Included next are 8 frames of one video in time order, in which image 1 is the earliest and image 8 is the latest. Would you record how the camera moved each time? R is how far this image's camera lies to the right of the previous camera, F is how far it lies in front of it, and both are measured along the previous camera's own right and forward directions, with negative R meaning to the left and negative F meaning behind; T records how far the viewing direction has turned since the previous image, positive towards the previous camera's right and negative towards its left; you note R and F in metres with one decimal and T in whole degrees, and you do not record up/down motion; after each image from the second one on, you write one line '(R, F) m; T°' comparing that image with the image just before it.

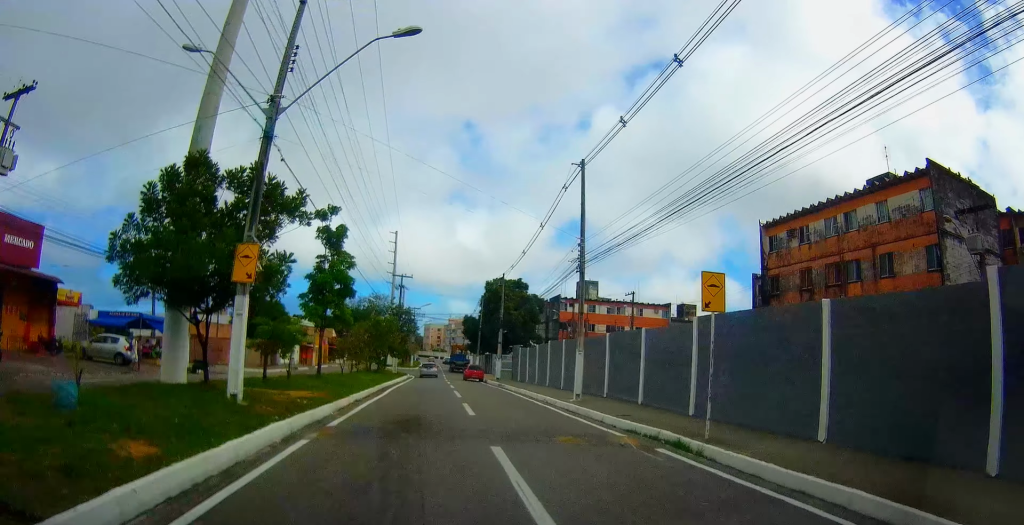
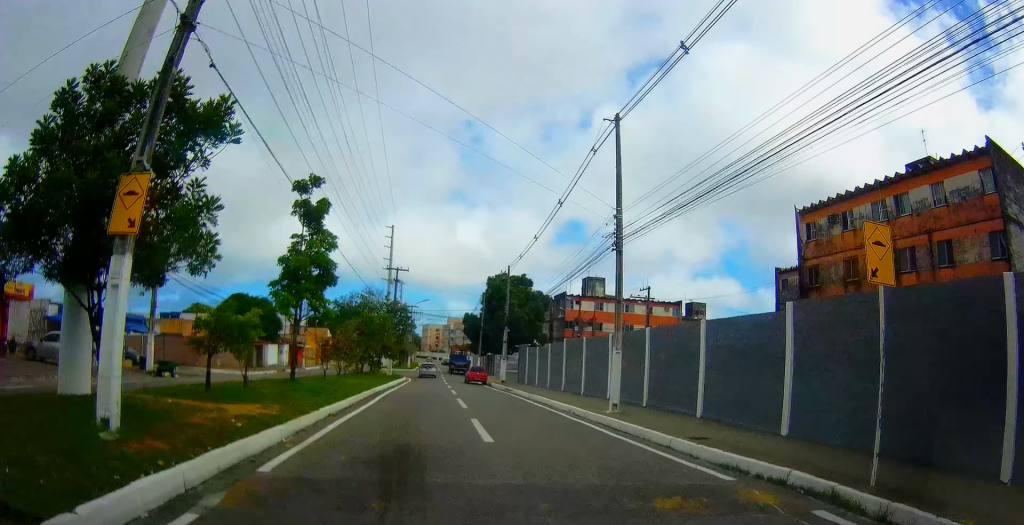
(-0.4, +4.9) m; -3°
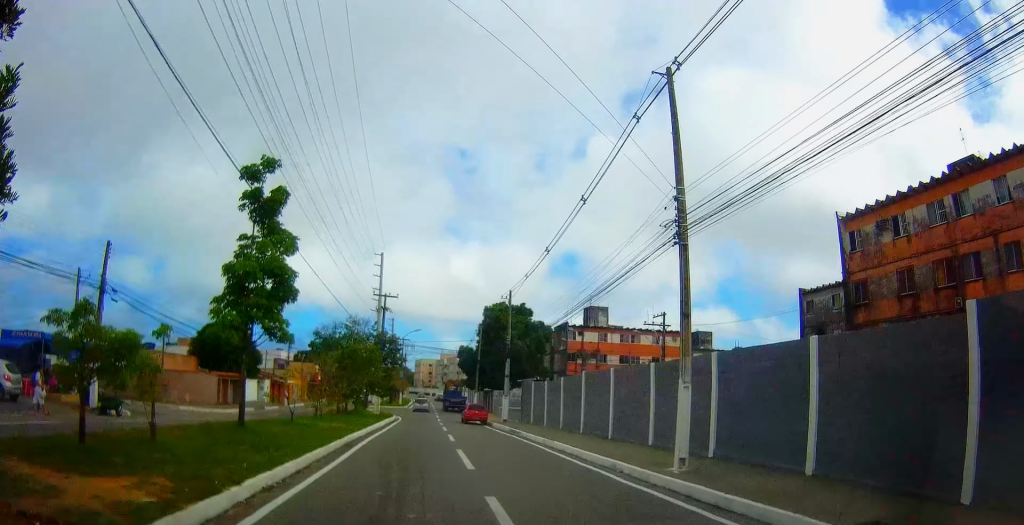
(+0.2, +6.5) m; +5°
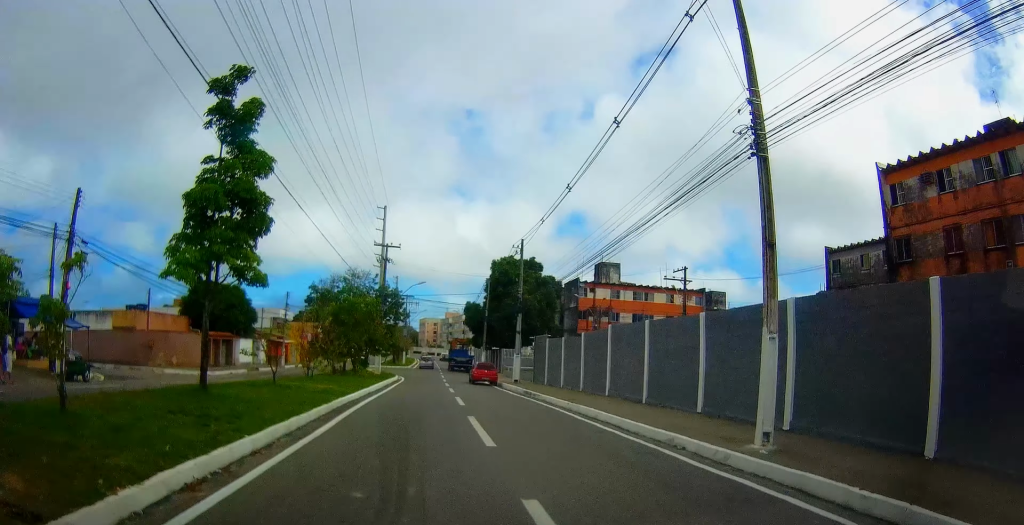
(+0.3, +4.5) m; -2°
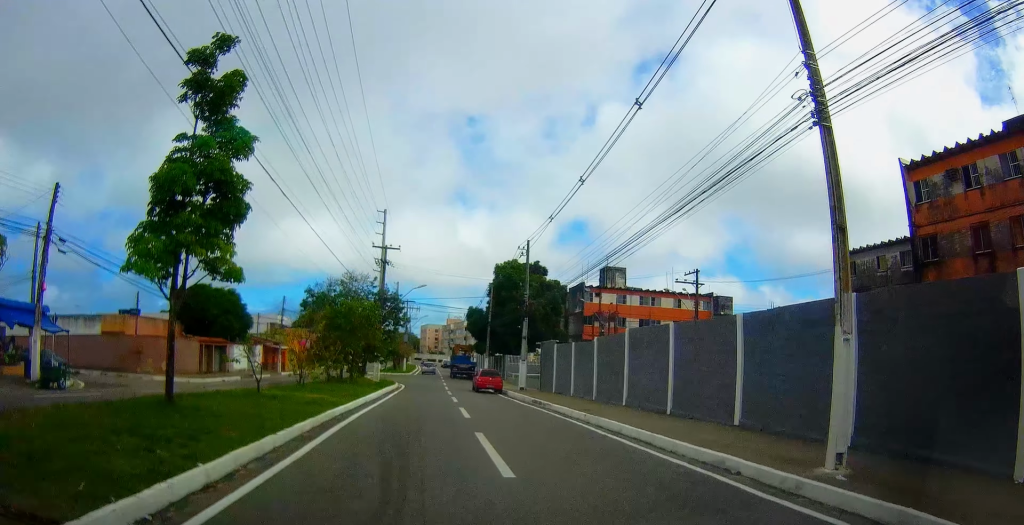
(-0.2, +2.7) m; -1°
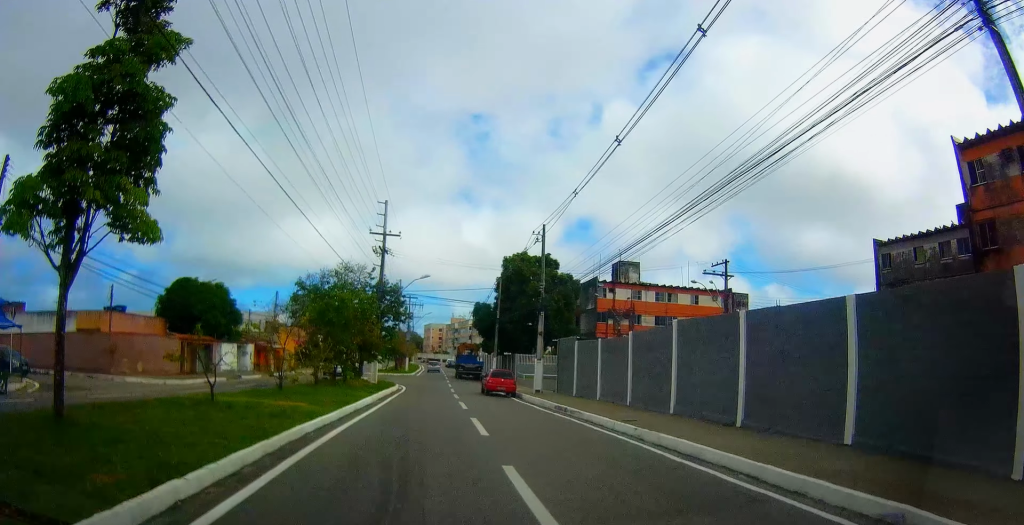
(-0.1, +5.2) m; +1°
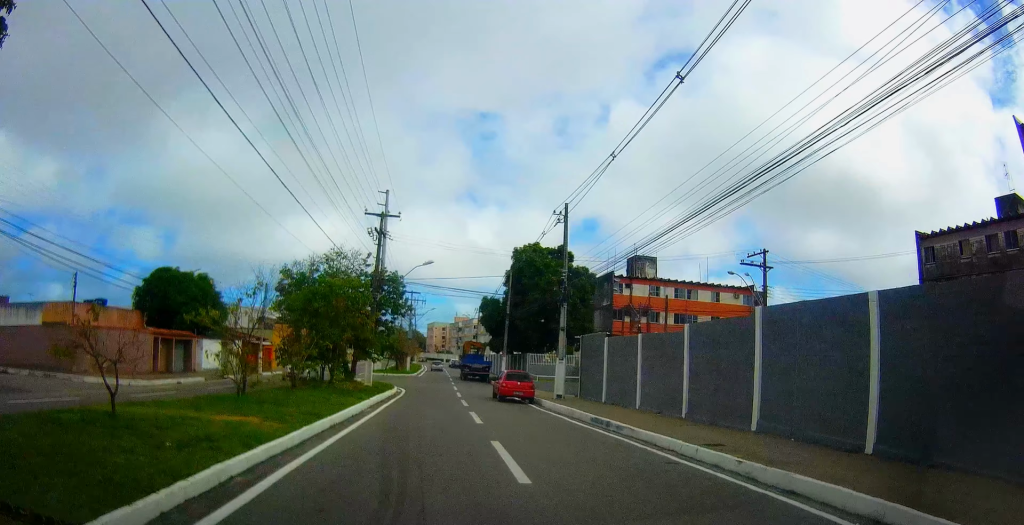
(+0.3, +5.2) m; +2°
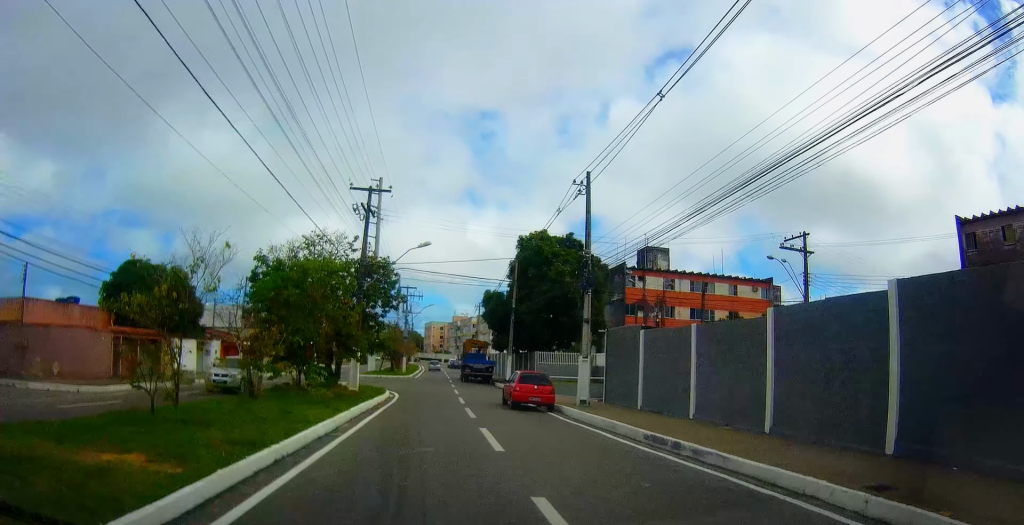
(-0.1, +5.0) m; +1°
